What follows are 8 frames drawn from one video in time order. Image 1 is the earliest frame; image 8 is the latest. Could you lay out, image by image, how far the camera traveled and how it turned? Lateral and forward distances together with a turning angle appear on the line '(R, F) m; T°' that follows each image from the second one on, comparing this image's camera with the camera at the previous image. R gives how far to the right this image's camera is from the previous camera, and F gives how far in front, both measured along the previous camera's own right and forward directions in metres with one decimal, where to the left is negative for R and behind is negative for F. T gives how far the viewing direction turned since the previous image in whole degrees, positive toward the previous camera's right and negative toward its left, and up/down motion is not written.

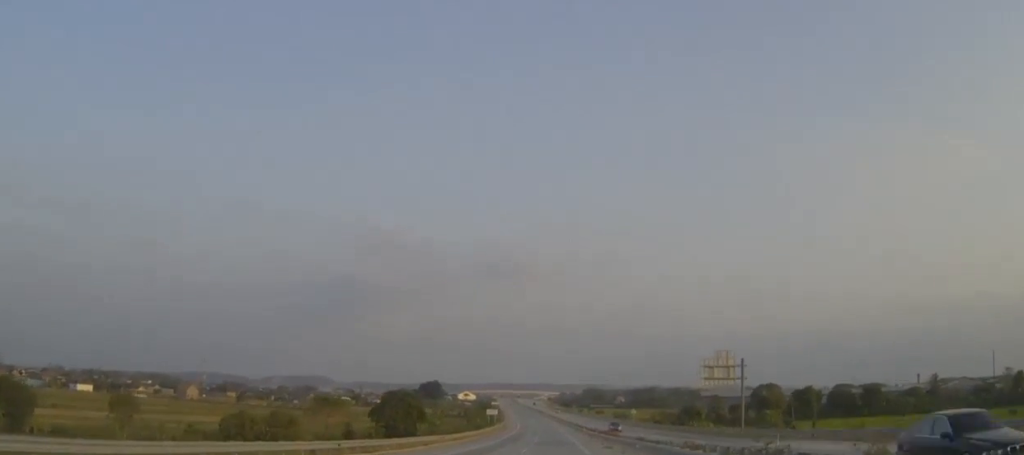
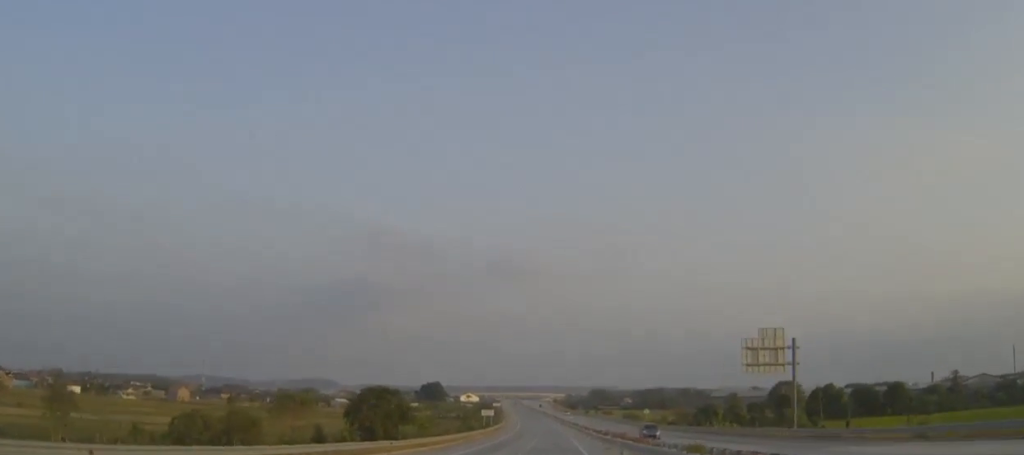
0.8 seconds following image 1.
(-0.1, +17.8) m; -1°
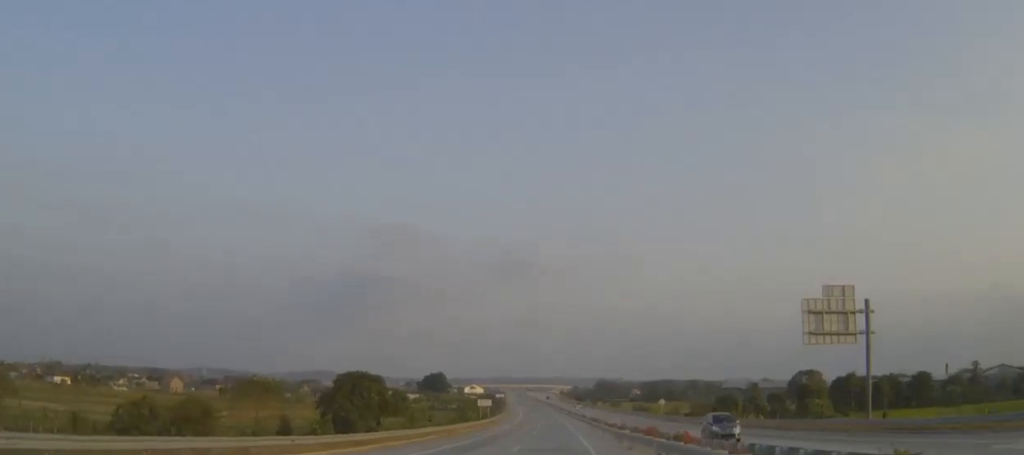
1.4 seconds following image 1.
(-0.1, +15.9) m; 0°
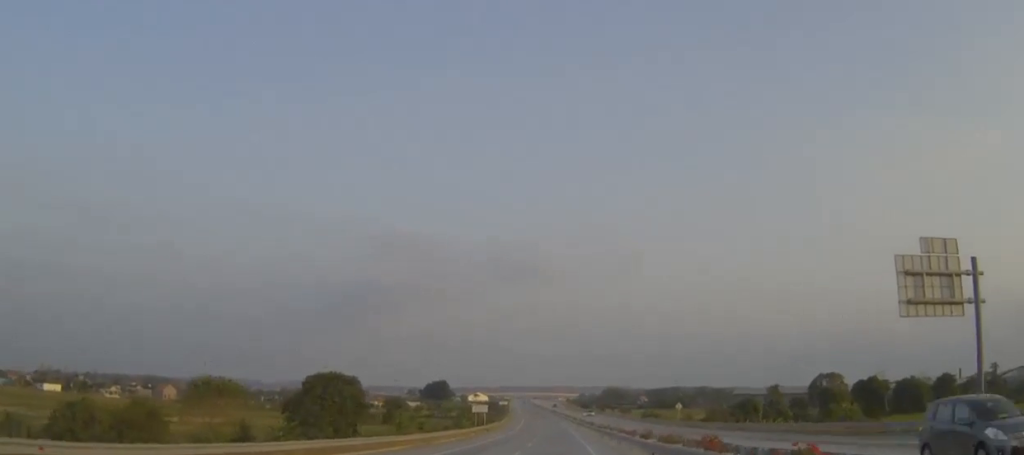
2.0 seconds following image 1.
(0.0, +14.4) m; 0°
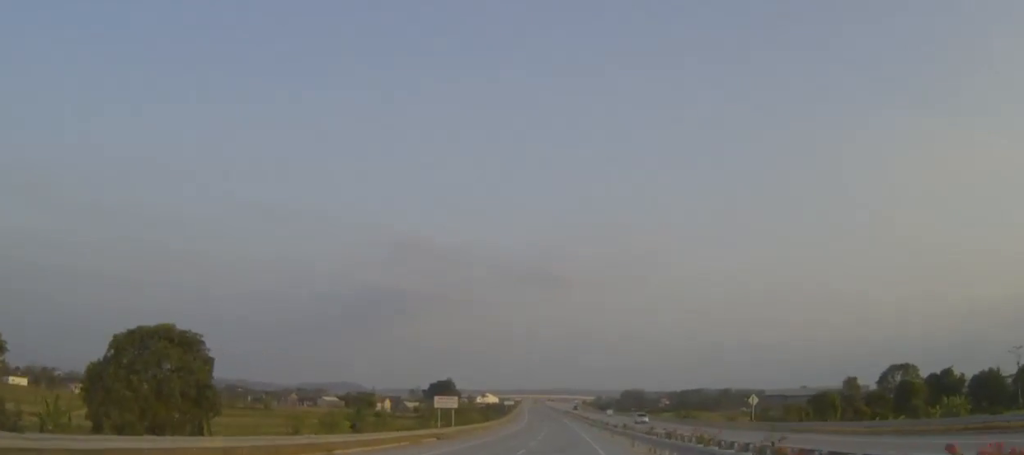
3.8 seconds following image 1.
(-0.6, +42.2) m; -1°
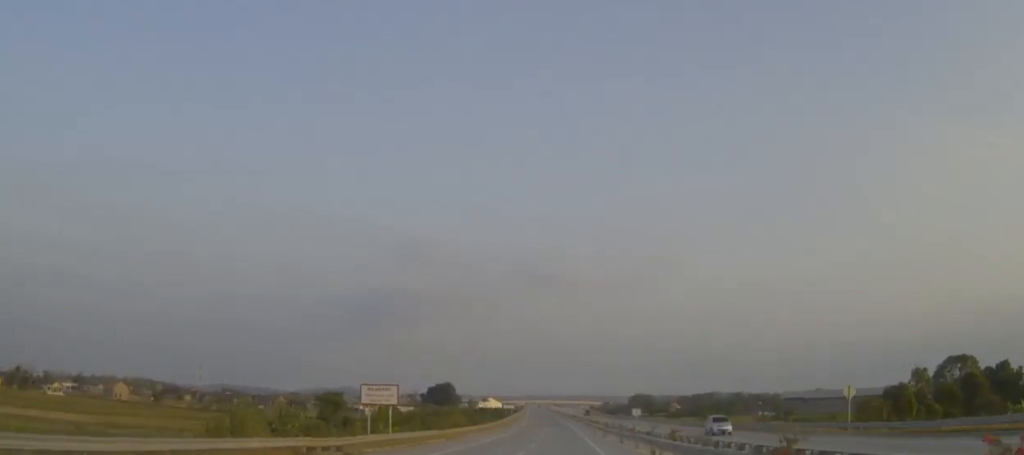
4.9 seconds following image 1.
(0.0, +27.4) m; 0°
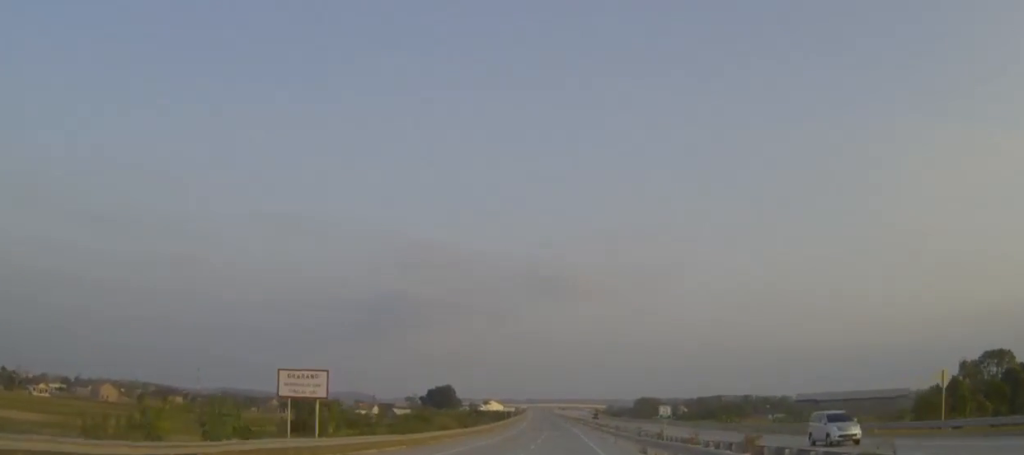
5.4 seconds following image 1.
(-0.1, +14.3) m; 0°
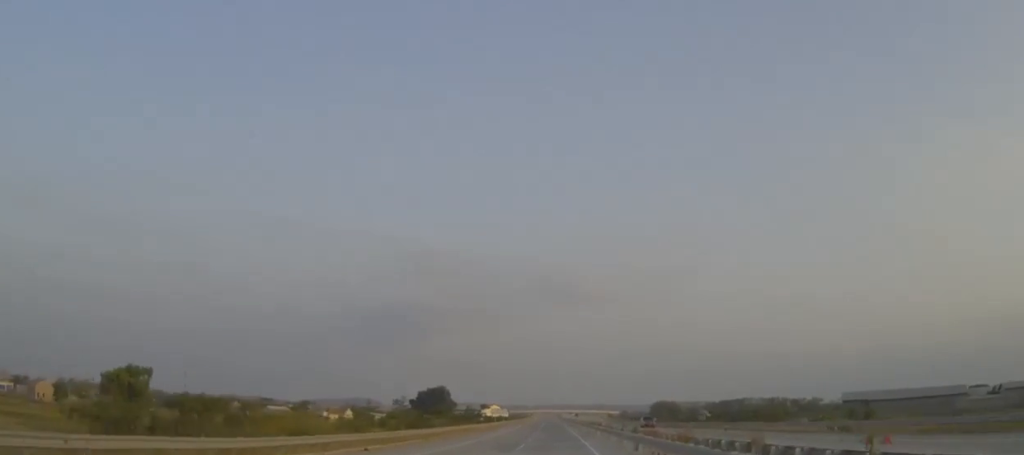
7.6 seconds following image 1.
(-0.4, +55.9) m; -1°
